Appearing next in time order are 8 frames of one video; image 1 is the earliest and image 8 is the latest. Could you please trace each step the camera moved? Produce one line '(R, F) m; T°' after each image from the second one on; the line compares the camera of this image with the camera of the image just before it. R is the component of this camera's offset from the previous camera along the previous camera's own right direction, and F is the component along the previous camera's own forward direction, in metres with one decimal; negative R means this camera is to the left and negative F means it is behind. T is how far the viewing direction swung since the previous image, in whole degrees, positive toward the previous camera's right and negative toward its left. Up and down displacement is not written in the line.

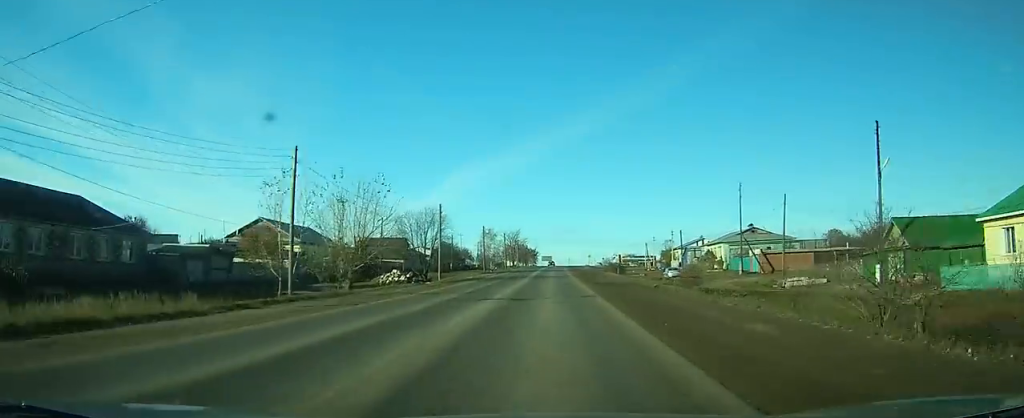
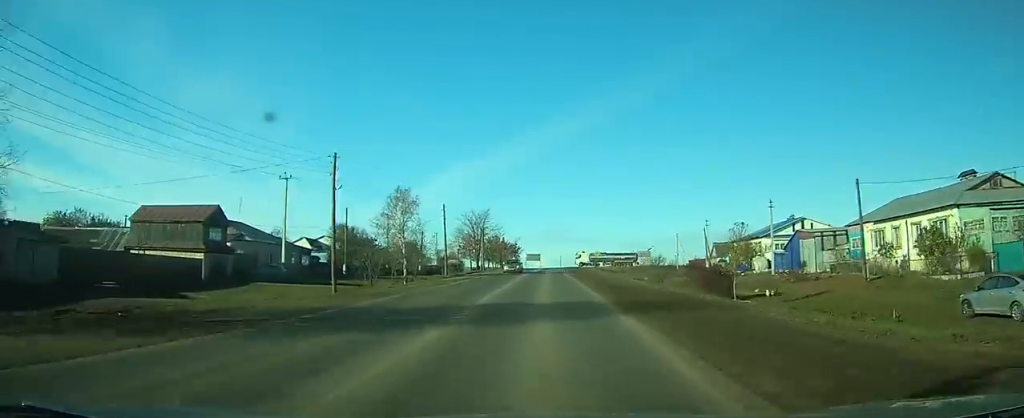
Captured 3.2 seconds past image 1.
(+0.2, +56.7) m; 0°
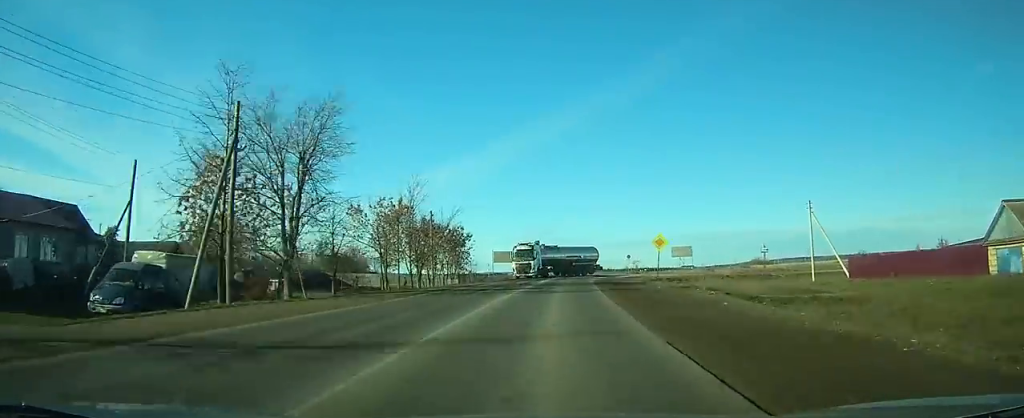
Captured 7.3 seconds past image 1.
(+0.6, +71.2) m; +1°
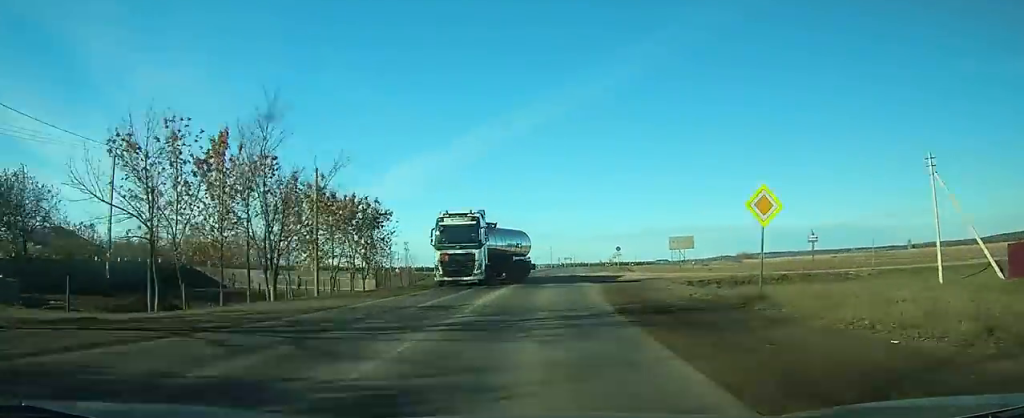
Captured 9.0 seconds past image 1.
(+0.2, +26.4) m; +1°
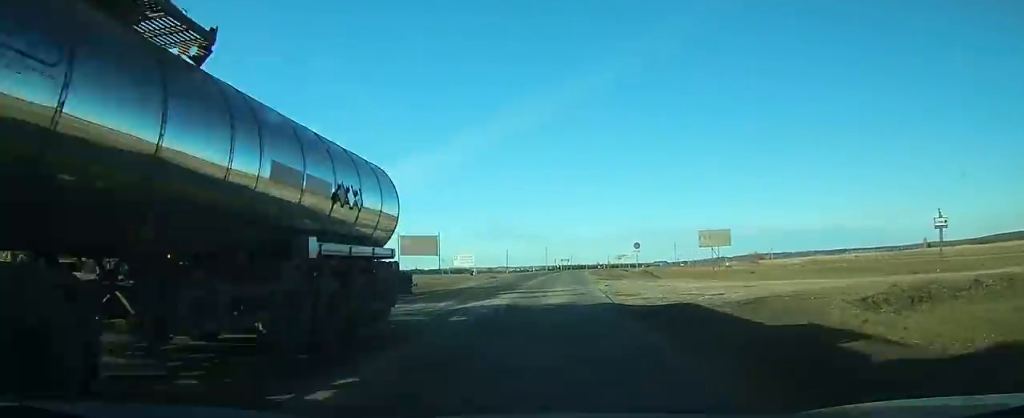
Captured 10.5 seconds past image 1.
(+0.3, +23.6) m; +2°
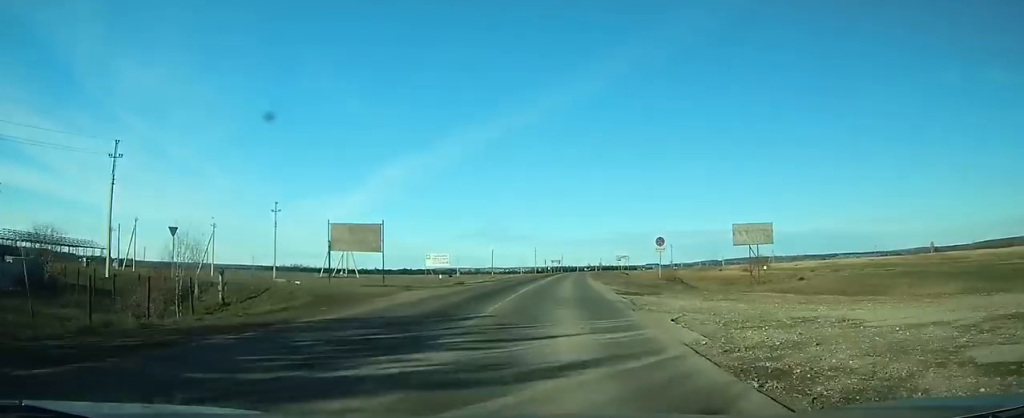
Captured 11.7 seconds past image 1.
(+0.2, +17.2) m; +1°
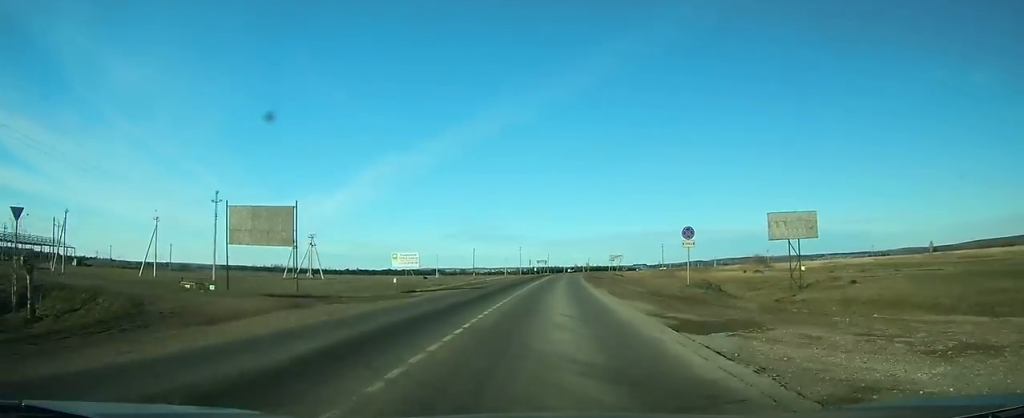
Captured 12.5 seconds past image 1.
(+0.2, +12.5) m; +1°
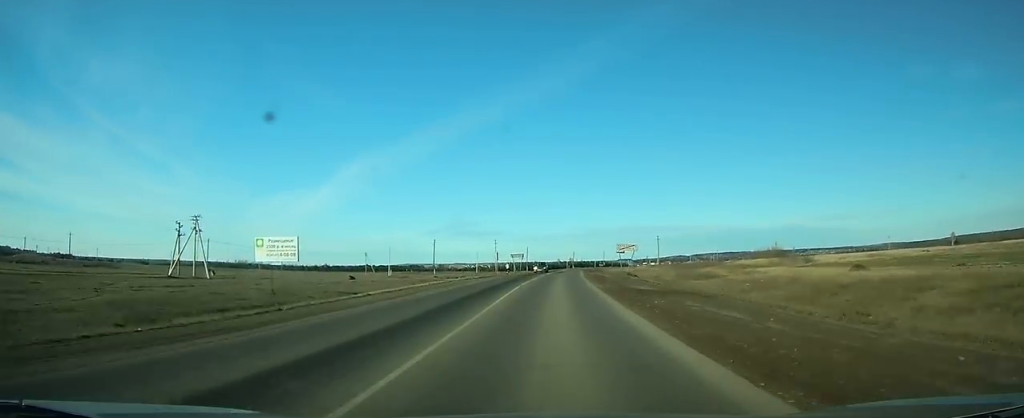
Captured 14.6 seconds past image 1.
(+0.7, +34.2) m; +2°
